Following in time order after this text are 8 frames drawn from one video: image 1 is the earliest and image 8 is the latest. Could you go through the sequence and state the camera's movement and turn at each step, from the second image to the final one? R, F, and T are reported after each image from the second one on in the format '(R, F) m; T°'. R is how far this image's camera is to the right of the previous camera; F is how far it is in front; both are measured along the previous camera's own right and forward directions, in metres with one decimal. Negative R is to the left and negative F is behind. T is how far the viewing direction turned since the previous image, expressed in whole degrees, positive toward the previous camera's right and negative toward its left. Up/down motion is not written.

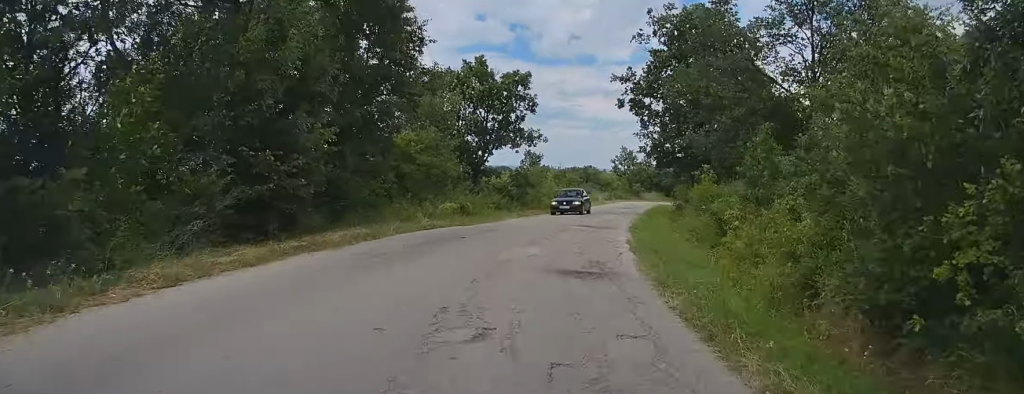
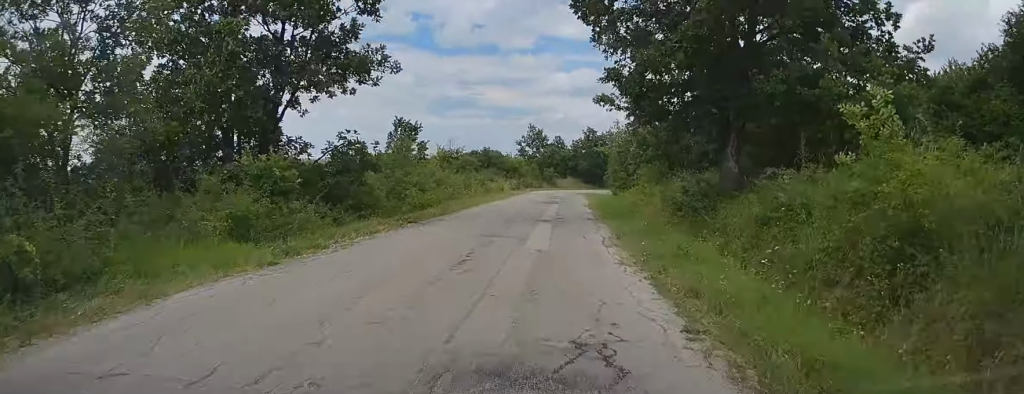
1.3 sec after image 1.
(+1.3, +21.8) m; +7°
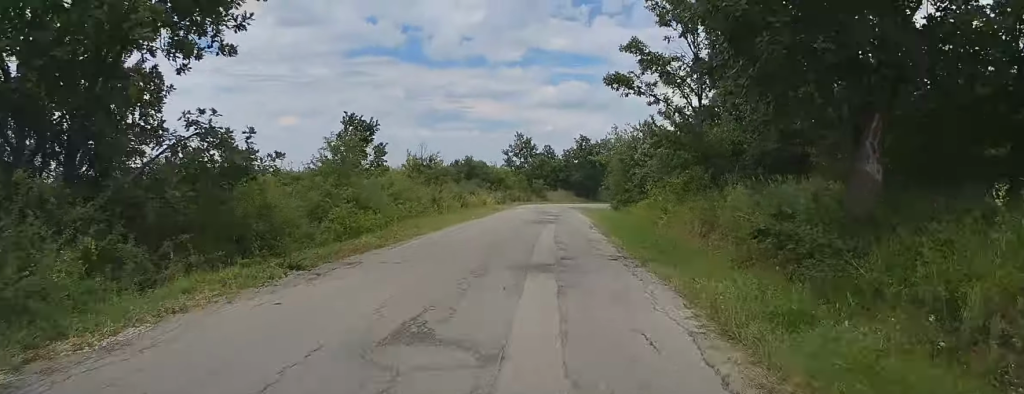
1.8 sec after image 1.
(+0.3, +8.9) m; +2°
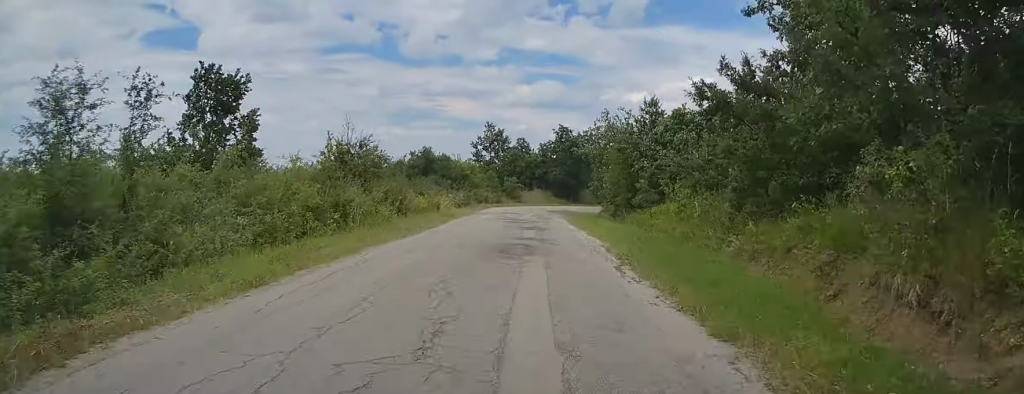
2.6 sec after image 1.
(+0.3, +13.5) m; +2°
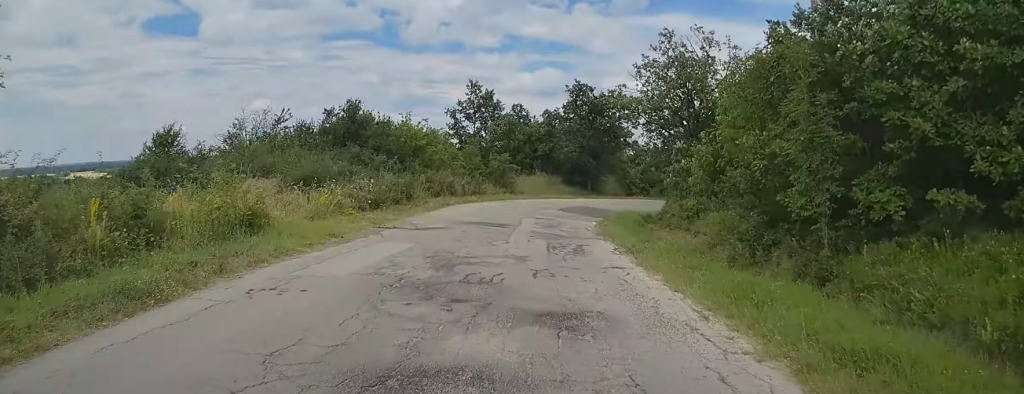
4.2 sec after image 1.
(+0.7, +26.1) m; +2°
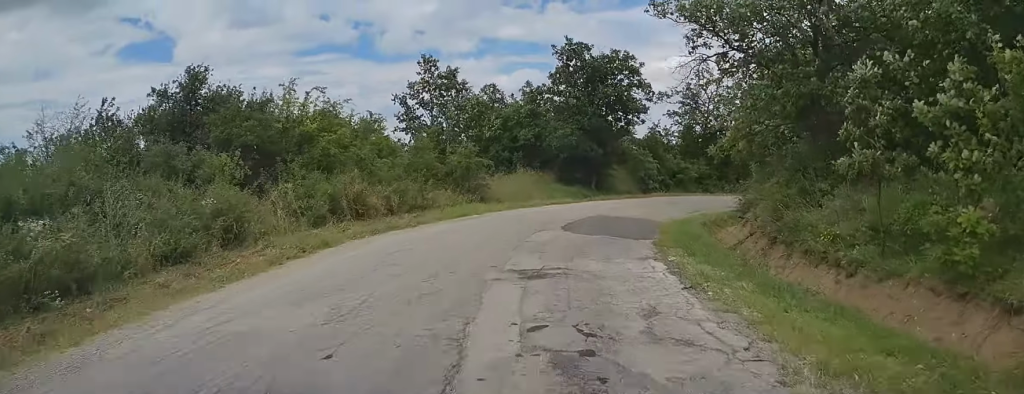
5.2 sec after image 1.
(0.0, +16.2) m; +2°
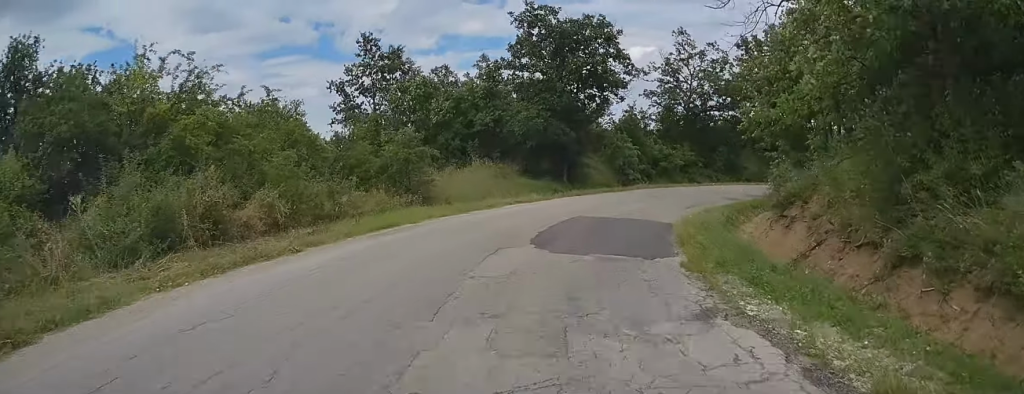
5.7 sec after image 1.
(+0.1, +6.9) m; +3°
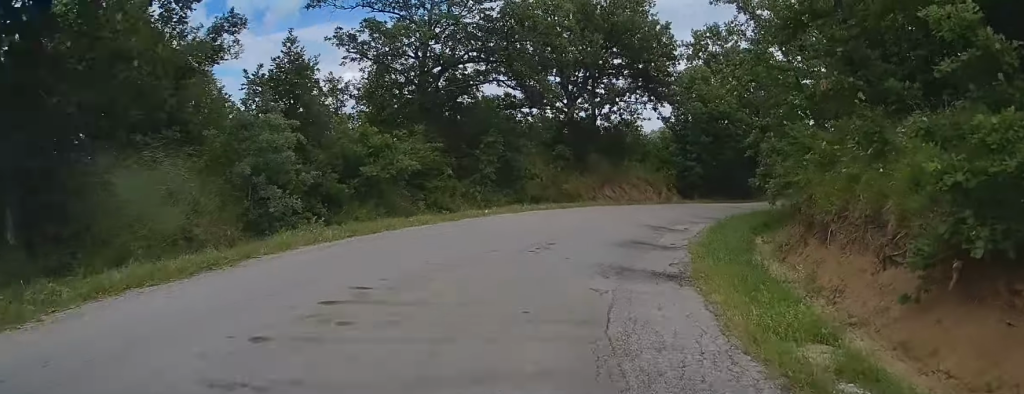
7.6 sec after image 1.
(+3.9, +26.0) m; +22°
